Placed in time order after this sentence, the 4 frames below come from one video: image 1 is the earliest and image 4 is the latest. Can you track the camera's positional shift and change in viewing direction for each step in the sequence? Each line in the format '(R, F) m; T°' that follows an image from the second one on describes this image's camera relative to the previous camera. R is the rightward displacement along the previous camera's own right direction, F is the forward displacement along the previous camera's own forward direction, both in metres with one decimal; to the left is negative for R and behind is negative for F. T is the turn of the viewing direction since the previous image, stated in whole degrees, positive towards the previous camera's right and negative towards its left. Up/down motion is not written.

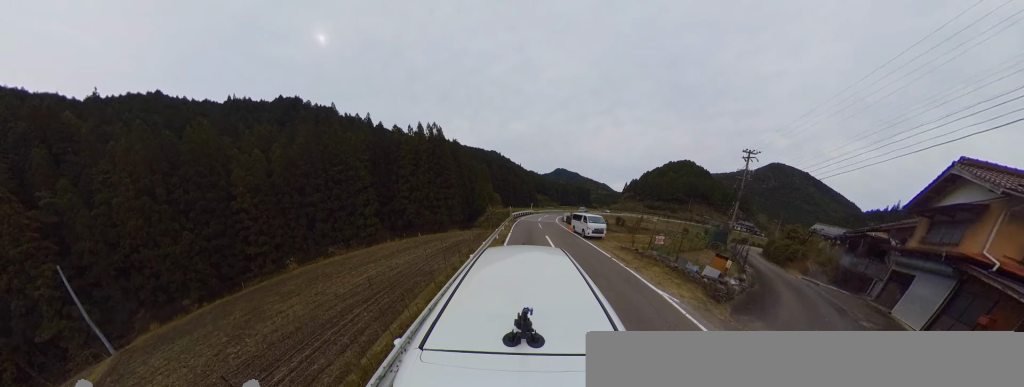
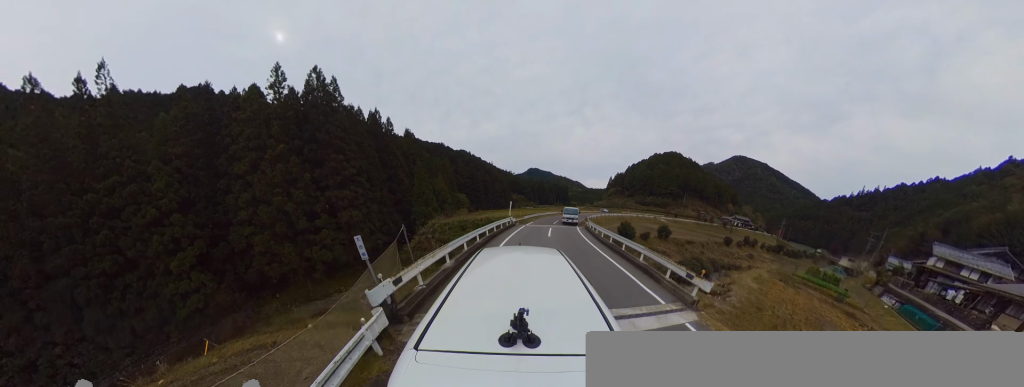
(+0.8, +25.7) m; +10°
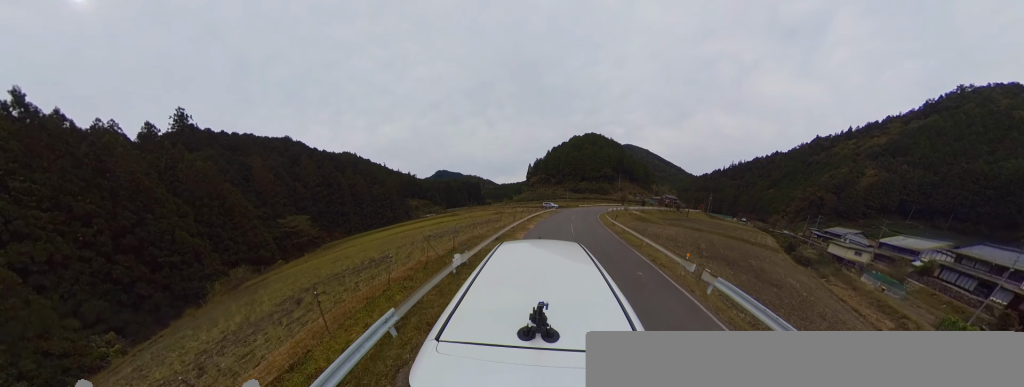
(+13.9, +37.5) m; +38°
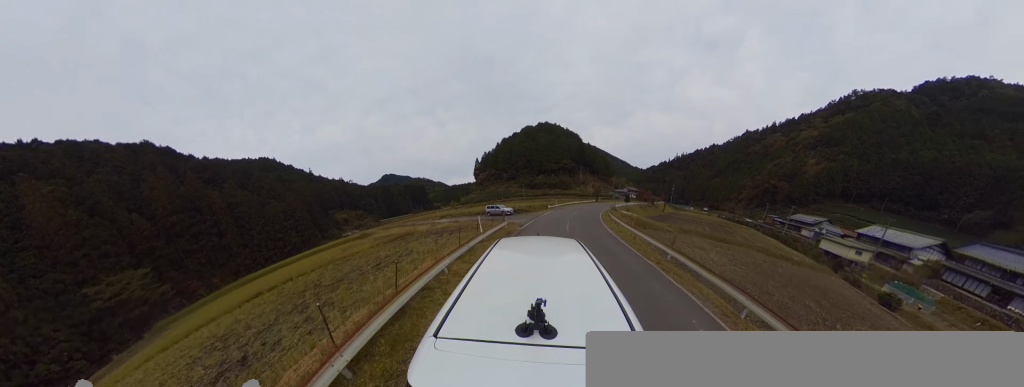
(+1.2, +19.8) m; +13°
